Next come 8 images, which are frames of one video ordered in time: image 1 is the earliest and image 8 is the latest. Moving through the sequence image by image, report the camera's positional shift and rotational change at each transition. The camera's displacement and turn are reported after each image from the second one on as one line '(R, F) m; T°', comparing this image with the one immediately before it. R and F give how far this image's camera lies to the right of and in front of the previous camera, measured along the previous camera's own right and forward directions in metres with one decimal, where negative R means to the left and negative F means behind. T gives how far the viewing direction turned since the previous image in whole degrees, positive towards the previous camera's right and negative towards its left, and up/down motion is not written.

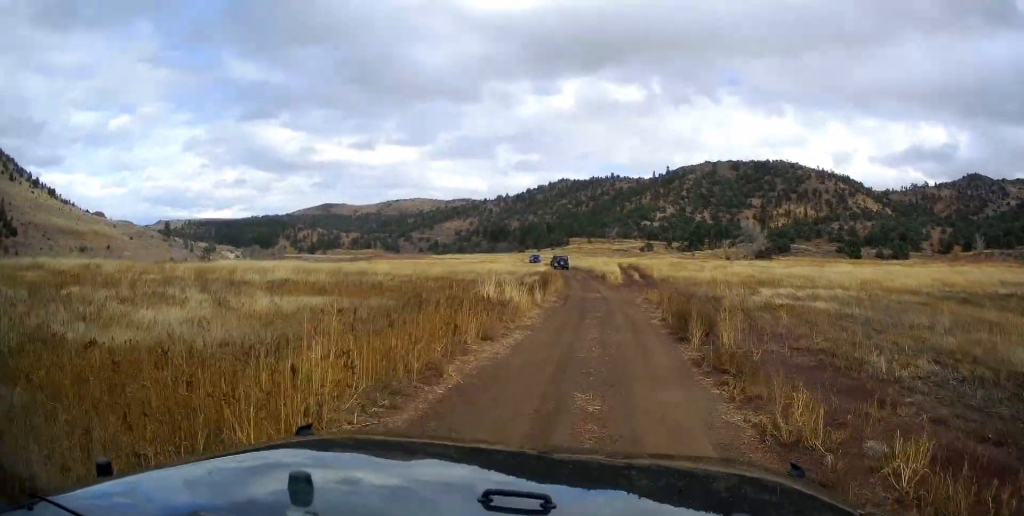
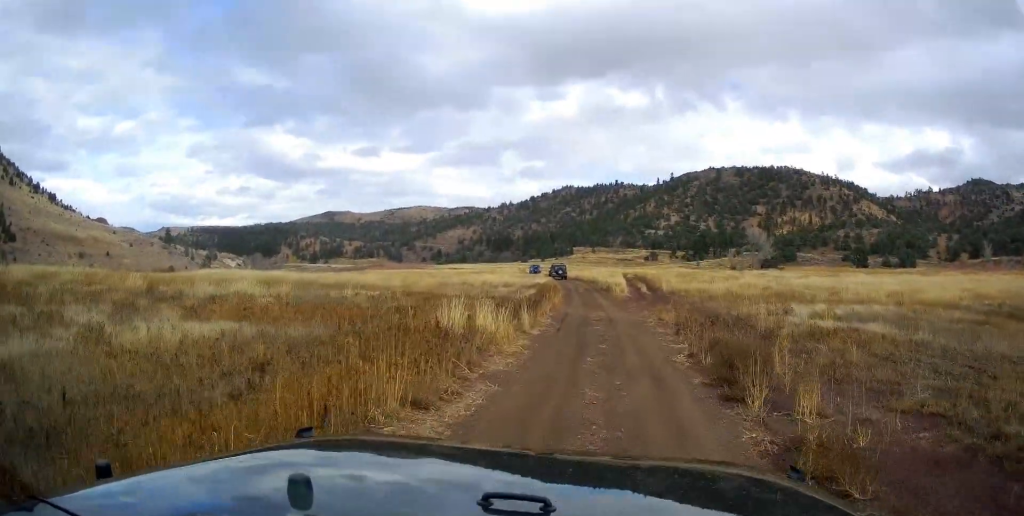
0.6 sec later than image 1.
(+0.1, +4.3) m; +1°
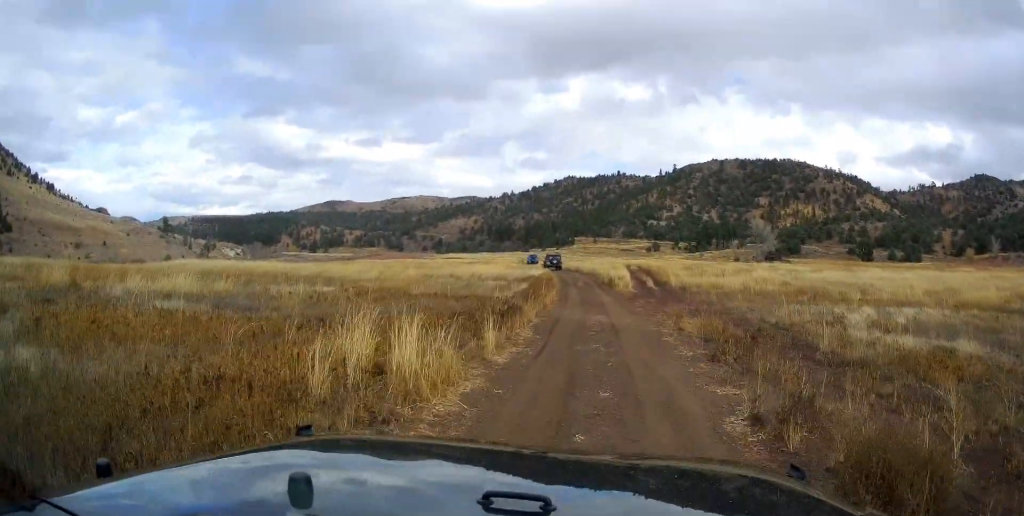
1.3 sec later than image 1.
(+0.2, +5.1) m; -1°
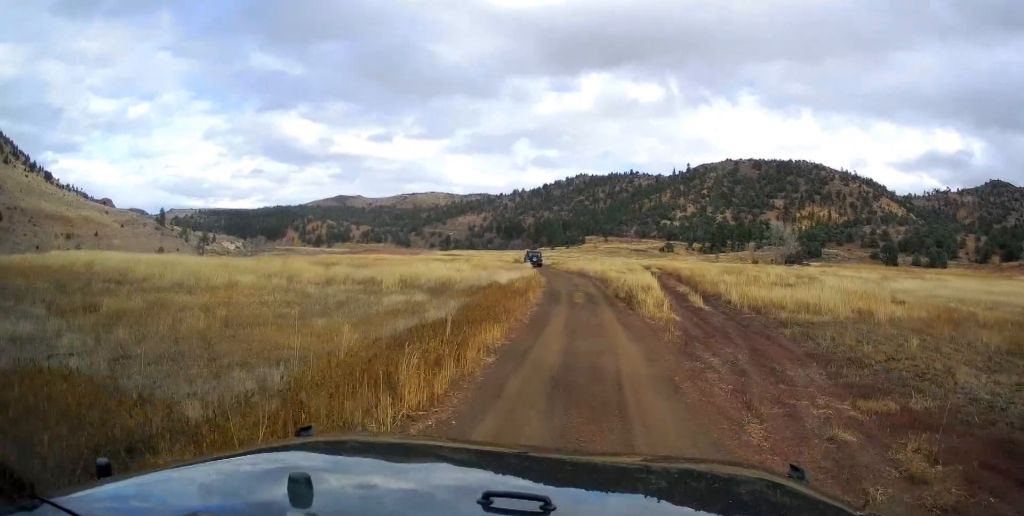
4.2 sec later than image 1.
(+0.4, +17.5) m; +1°
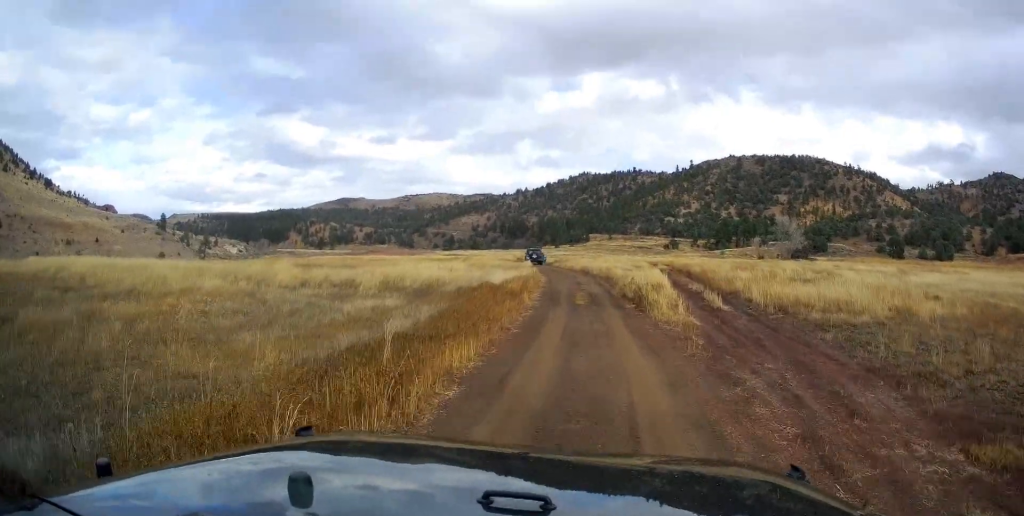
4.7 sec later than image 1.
(0.0, +3.0) m; 0°
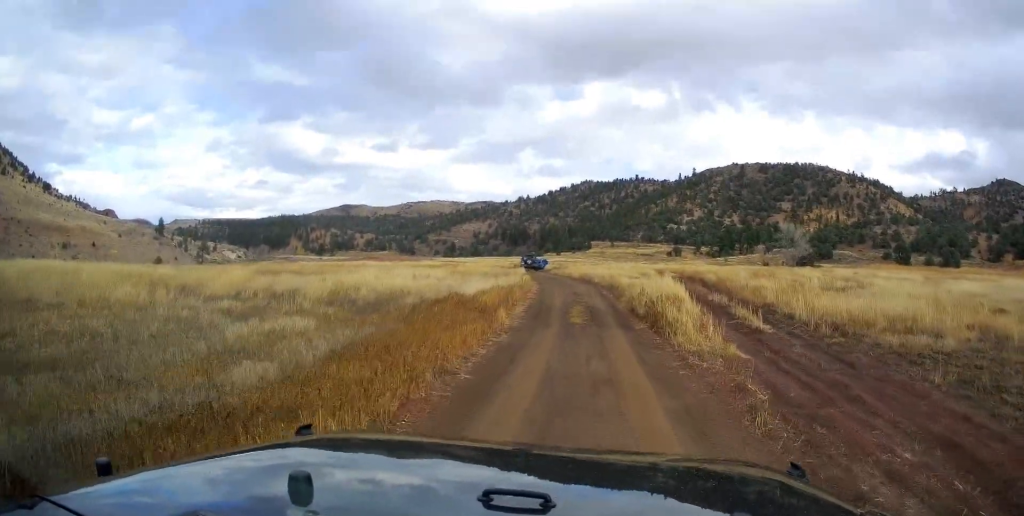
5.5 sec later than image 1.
(0.0, +5.1) m; -1°
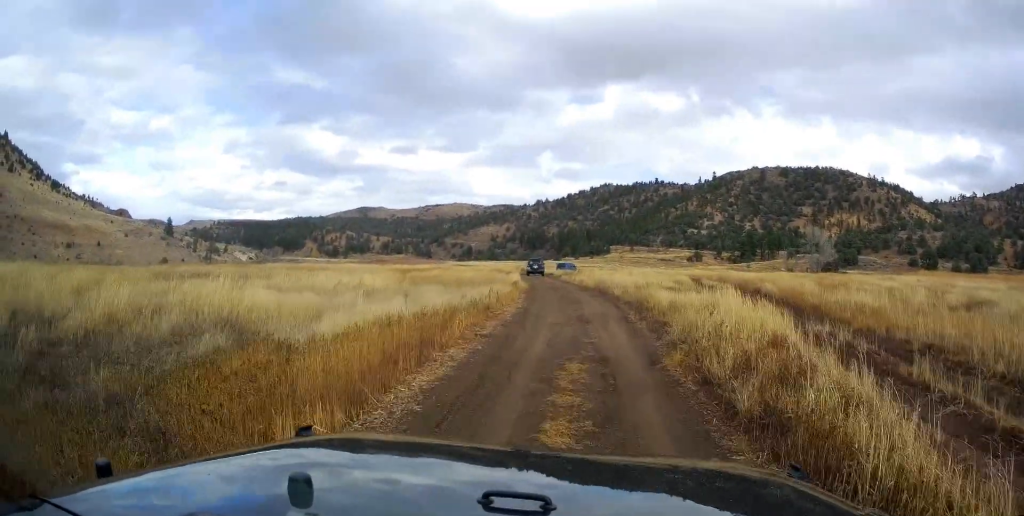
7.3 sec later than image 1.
(-0.6, +11.3) m; -5°
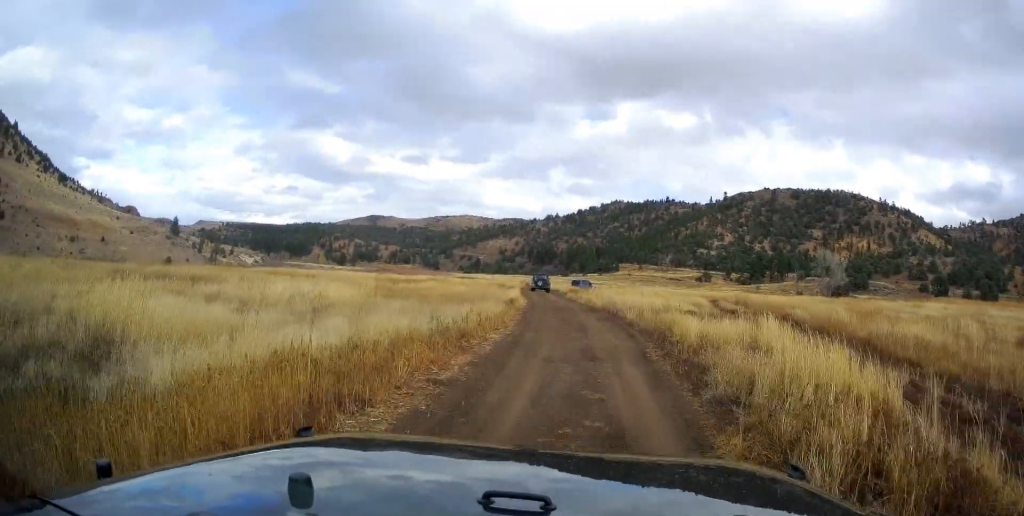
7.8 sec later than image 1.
(0.0, +3.7) m; -2°
